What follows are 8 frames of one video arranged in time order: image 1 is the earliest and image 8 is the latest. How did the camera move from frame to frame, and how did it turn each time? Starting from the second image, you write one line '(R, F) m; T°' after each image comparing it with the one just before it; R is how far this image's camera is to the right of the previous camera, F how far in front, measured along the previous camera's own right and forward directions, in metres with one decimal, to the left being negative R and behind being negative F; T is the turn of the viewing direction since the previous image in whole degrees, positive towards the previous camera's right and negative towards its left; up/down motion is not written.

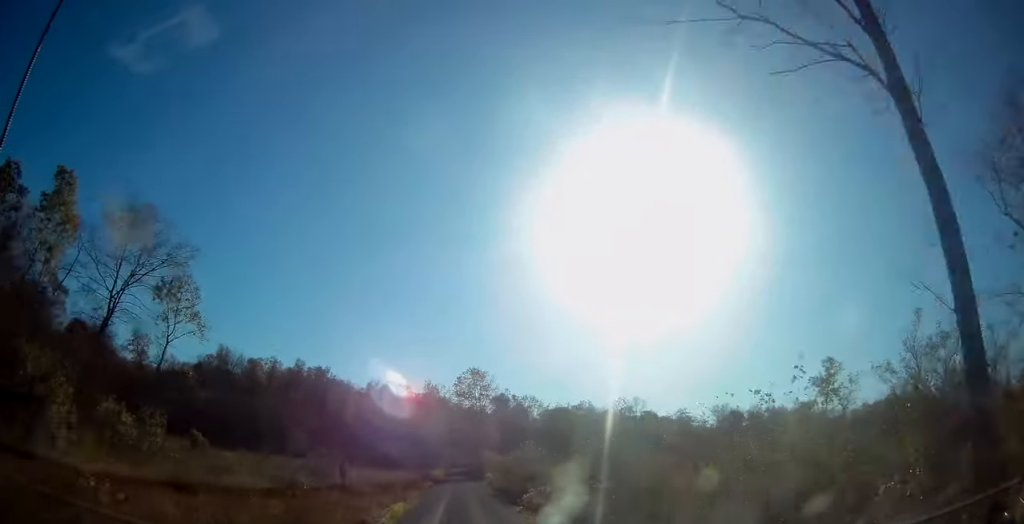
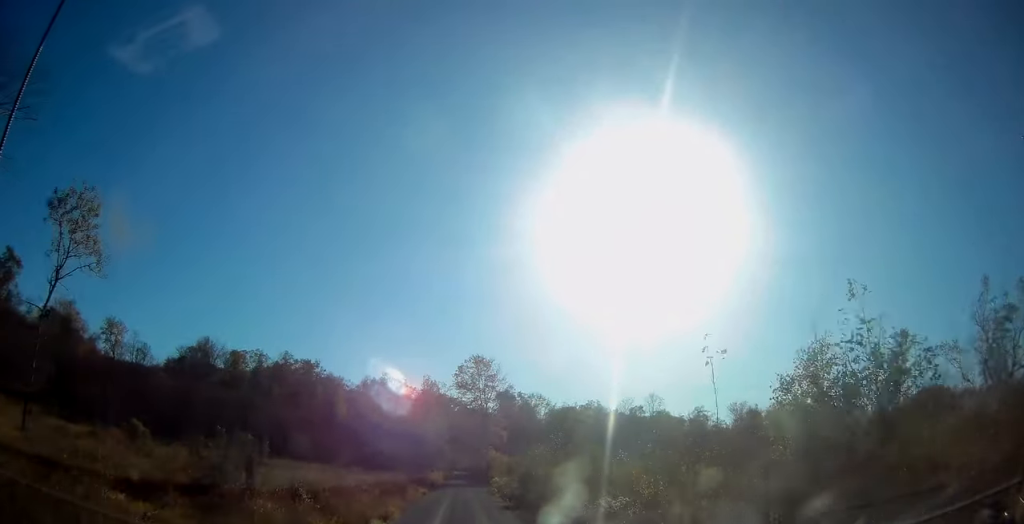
(0.0, +12.4) m; -1°
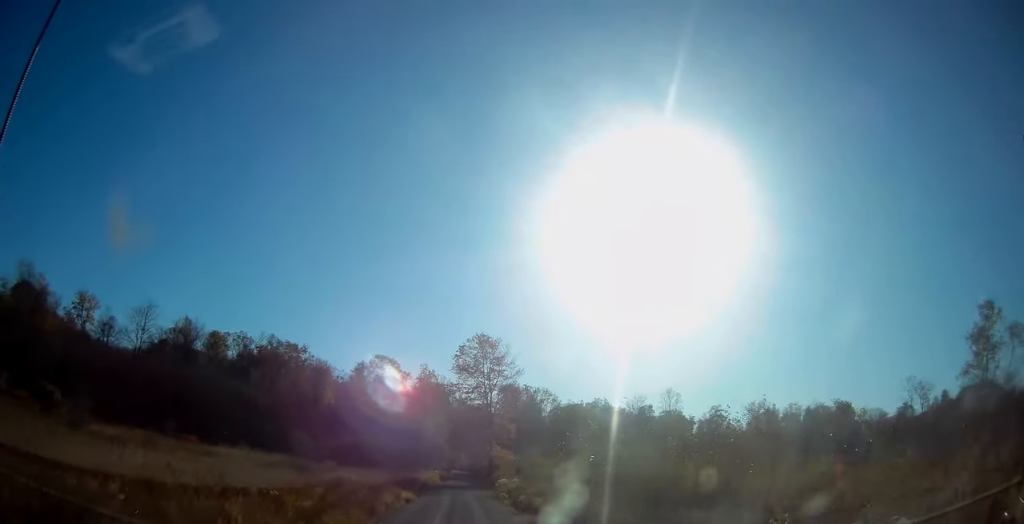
(-0.3, +11.8) m; 0°
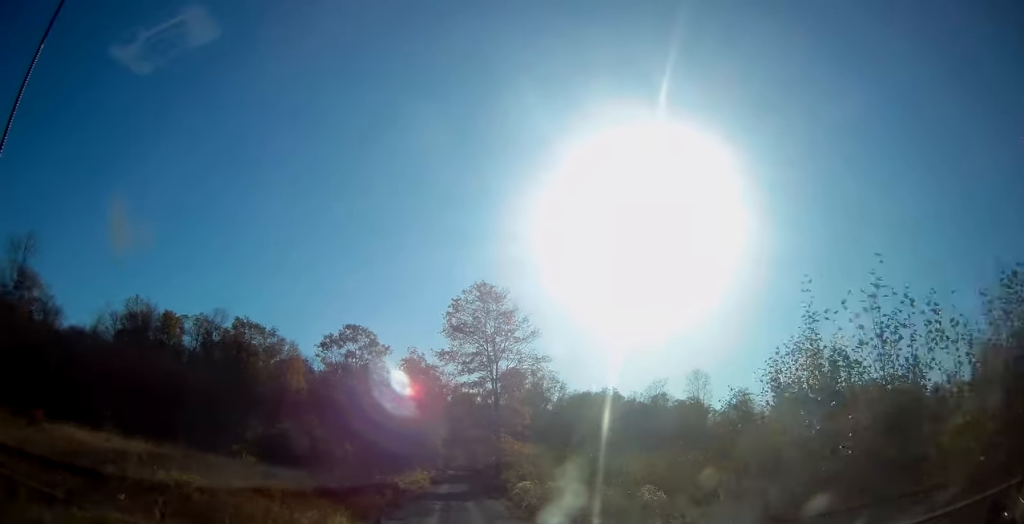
(+0.4, +18.7) m; +2°
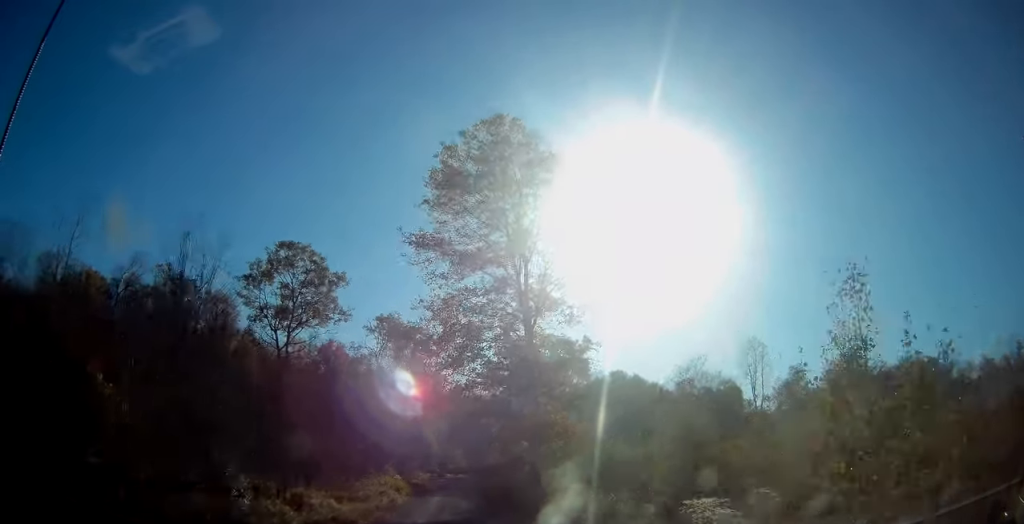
(+0.1, +24.6) m; -1°
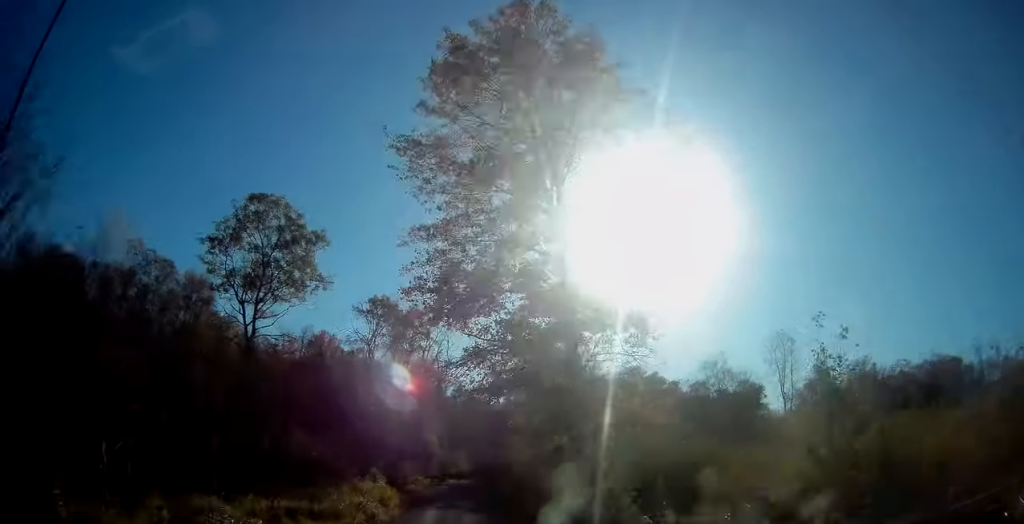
(0.0, +7.9) m; 0°
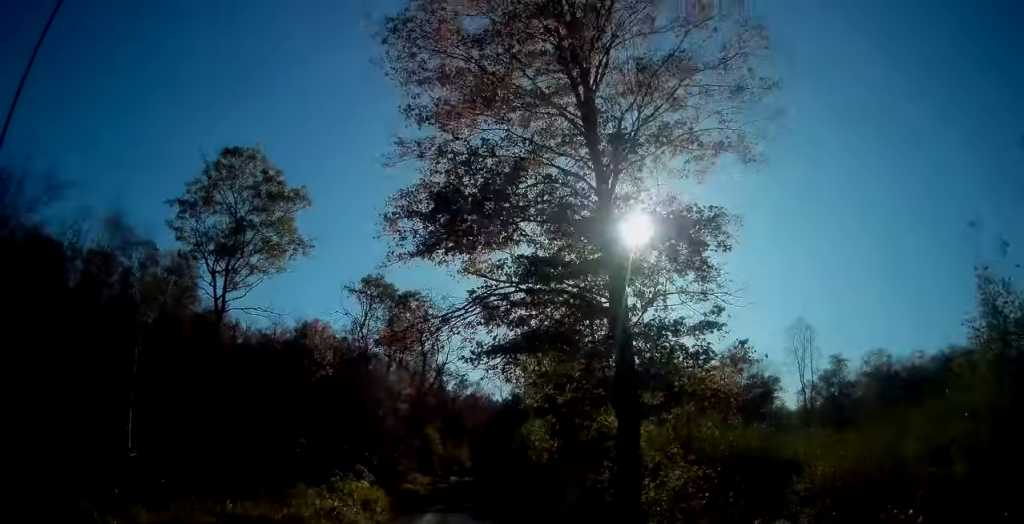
(-0.1, +5.0) m; +1°
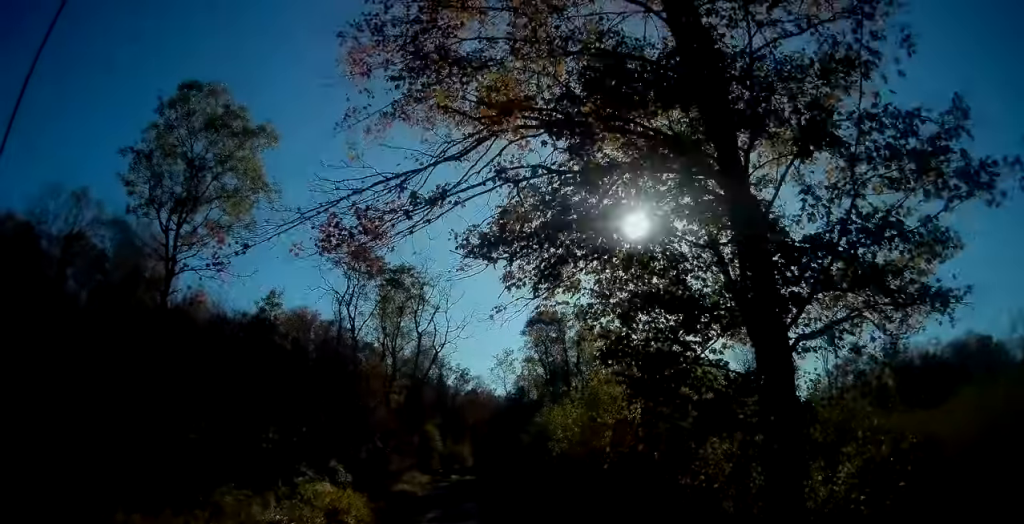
(0.0, +5.8) m; 0°
